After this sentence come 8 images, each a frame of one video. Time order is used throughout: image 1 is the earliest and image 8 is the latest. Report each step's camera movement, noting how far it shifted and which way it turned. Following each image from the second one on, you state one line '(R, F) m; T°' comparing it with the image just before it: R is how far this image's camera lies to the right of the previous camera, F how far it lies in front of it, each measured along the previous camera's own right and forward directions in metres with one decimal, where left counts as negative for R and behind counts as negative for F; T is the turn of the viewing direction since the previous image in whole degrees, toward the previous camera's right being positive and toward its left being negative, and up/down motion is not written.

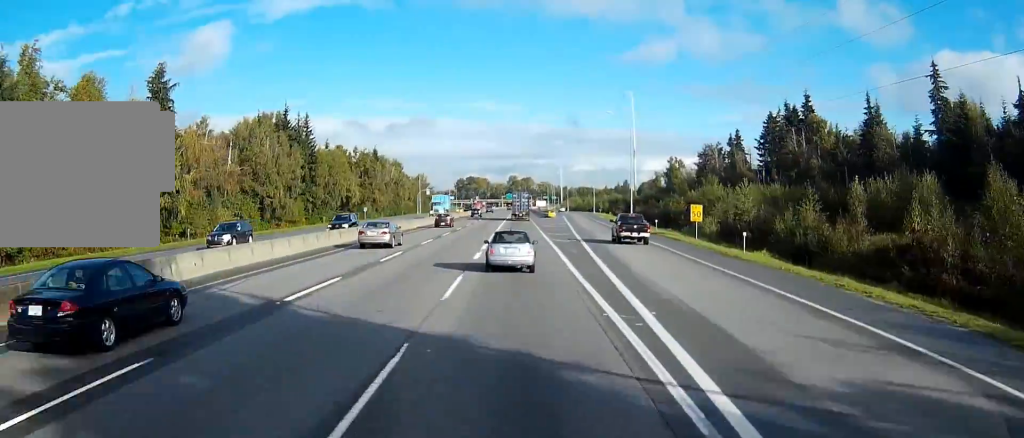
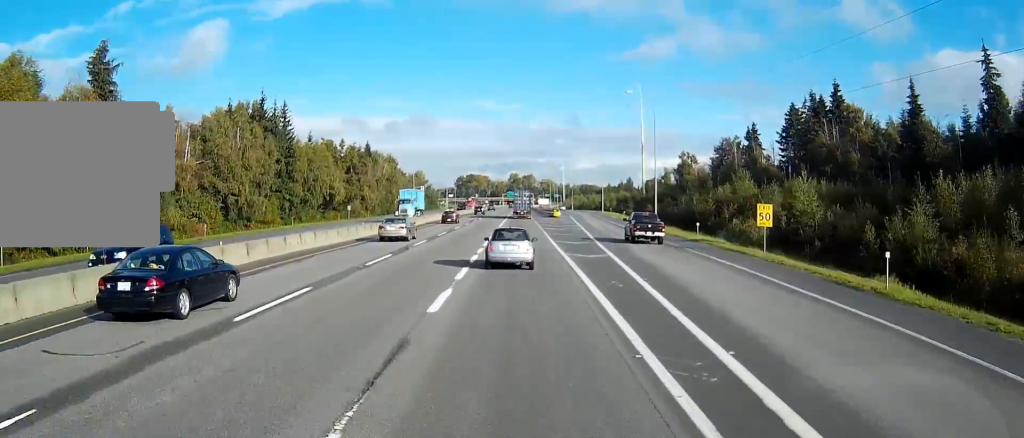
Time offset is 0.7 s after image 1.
(0.0, +15.2) m; 0°
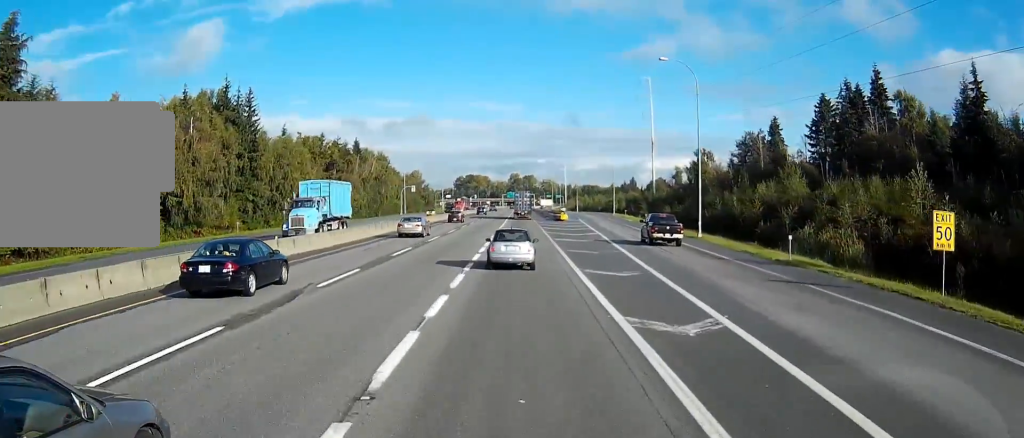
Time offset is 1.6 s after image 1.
(0.0, +18.9) m; 0°
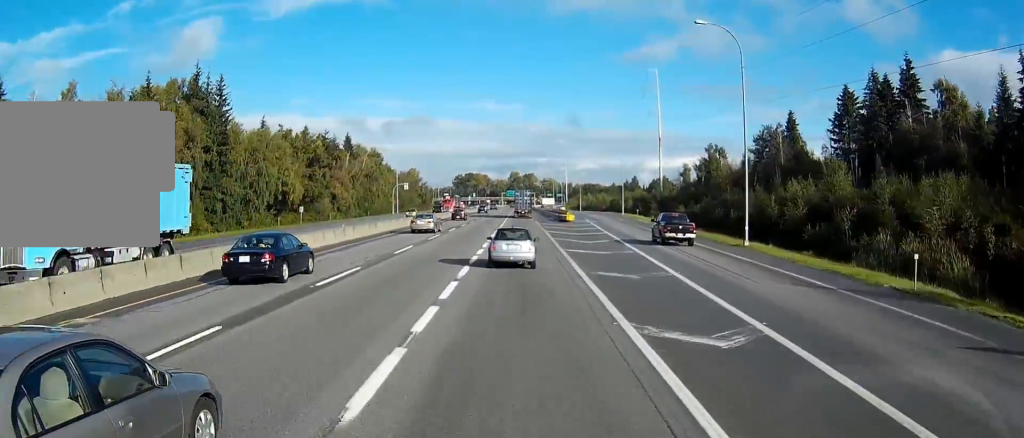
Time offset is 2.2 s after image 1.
(0.0, +12.2) m; 0°
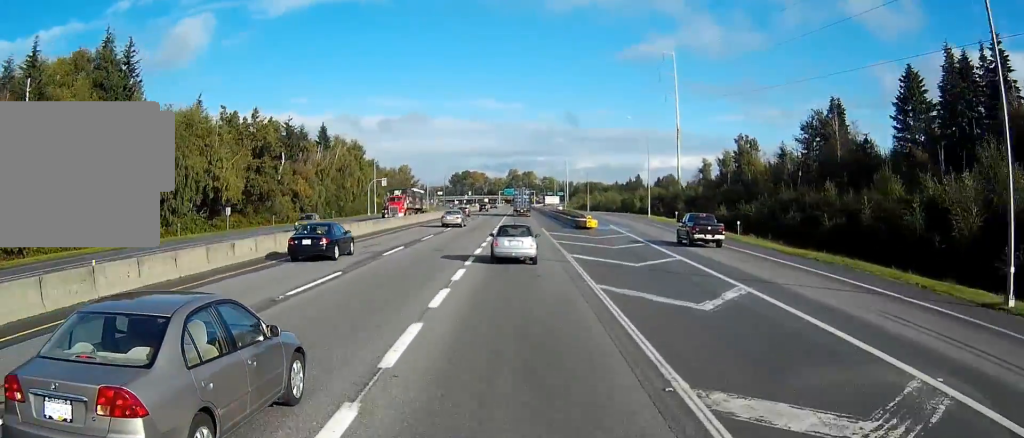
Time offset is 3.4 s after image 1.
(0.0, +28.1) m; 0°
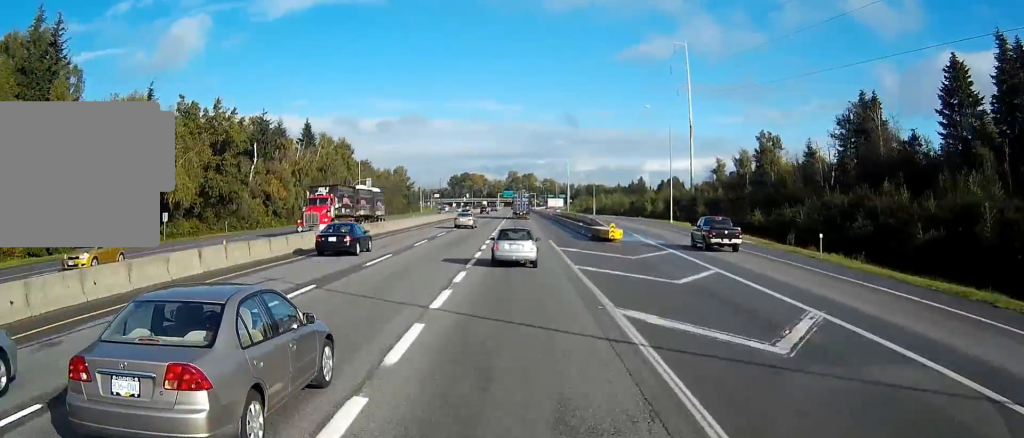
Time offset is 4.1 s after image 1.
(0.0, +15.2) m; 0°
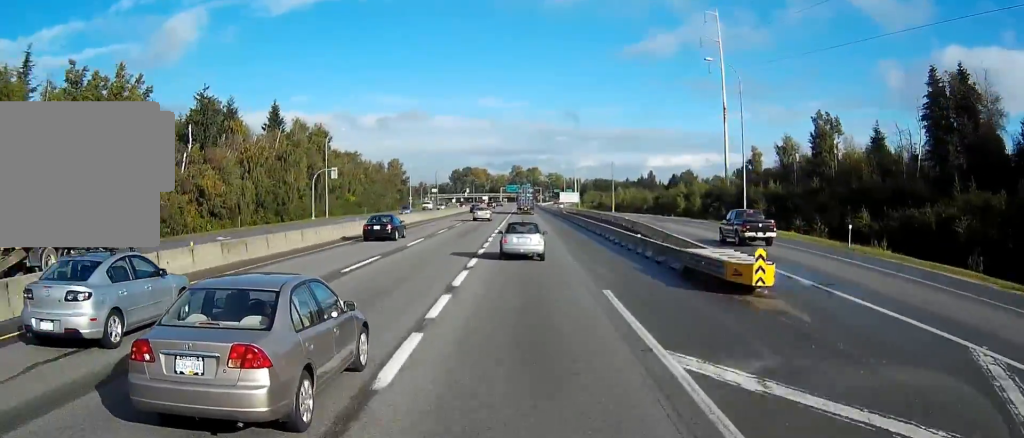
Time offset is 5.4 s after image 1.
(0.0, +29.3) m; 0°
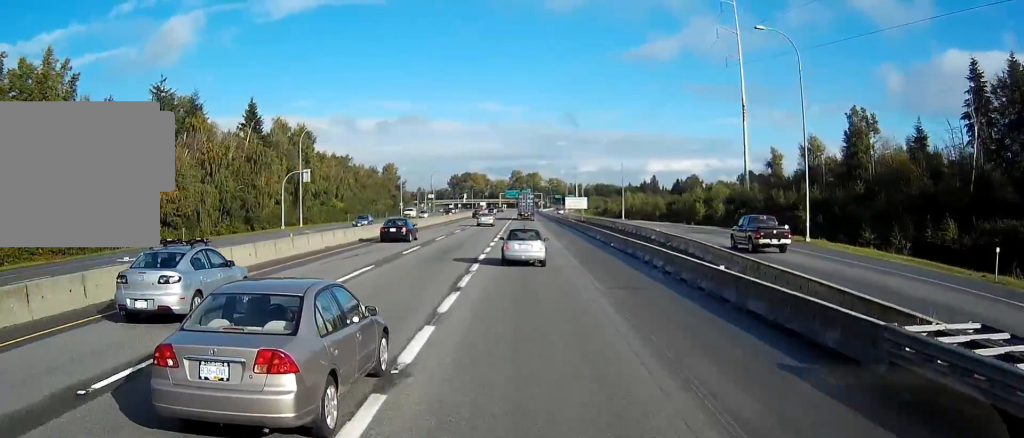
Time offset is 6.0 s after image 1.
(0.0, +14.6) m; 0°
